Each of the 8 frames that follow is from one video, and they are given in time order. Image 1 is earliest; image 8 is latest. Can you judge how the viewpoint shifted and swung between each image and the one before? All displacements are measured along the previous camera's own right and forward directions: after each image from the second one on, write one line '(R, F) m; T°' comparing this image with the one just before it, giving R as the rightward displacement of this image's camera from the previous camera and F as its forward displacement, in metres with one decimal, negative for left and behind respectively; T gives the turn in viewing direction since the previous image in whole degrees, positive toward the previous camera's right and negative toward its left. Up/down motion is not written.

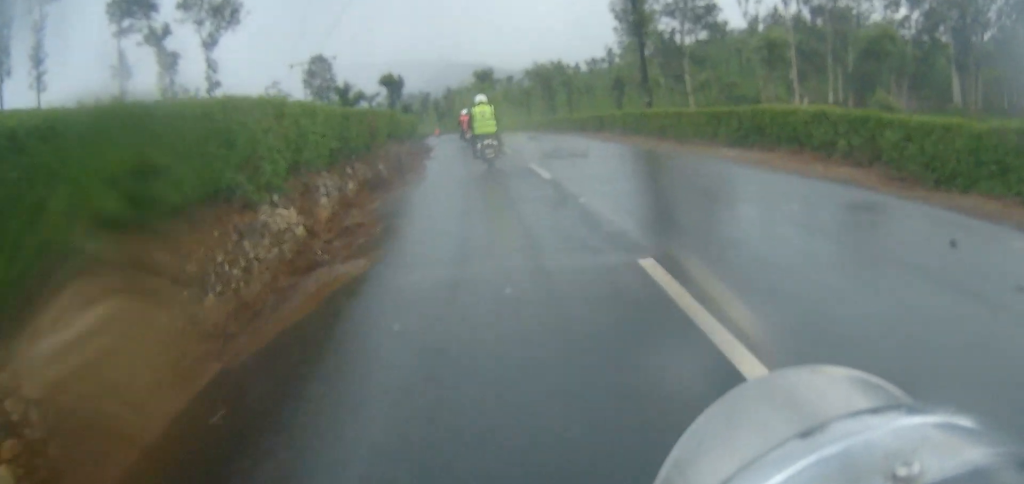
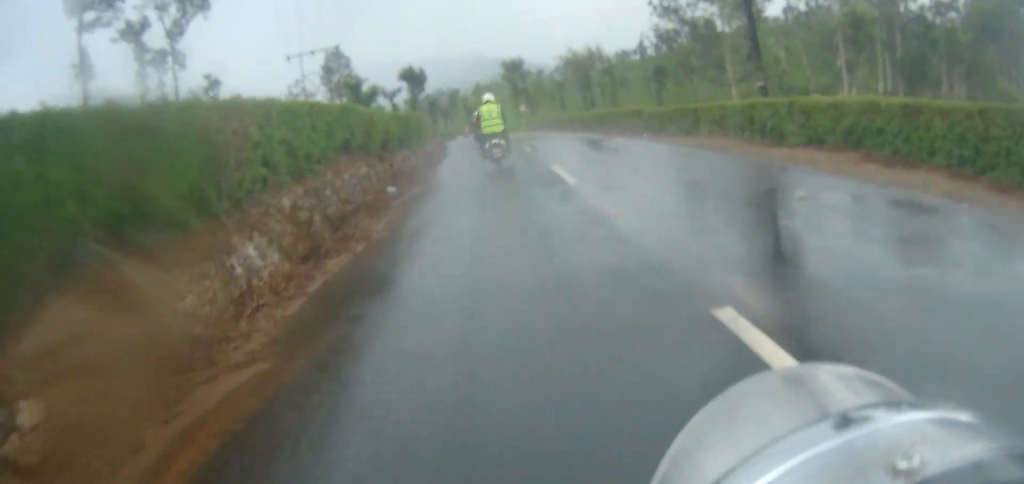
(-0.5, +10.3) m; -4°
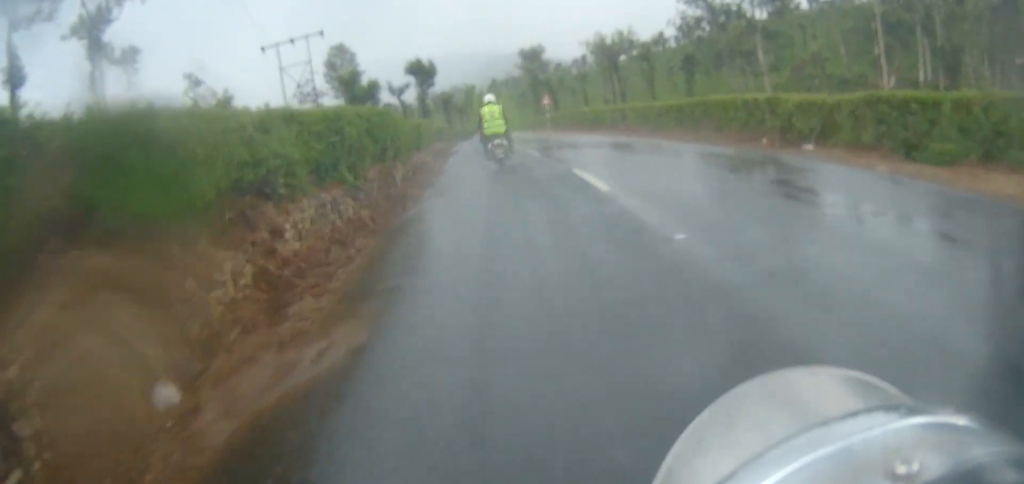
(-0.3, +10.7) m; -2°
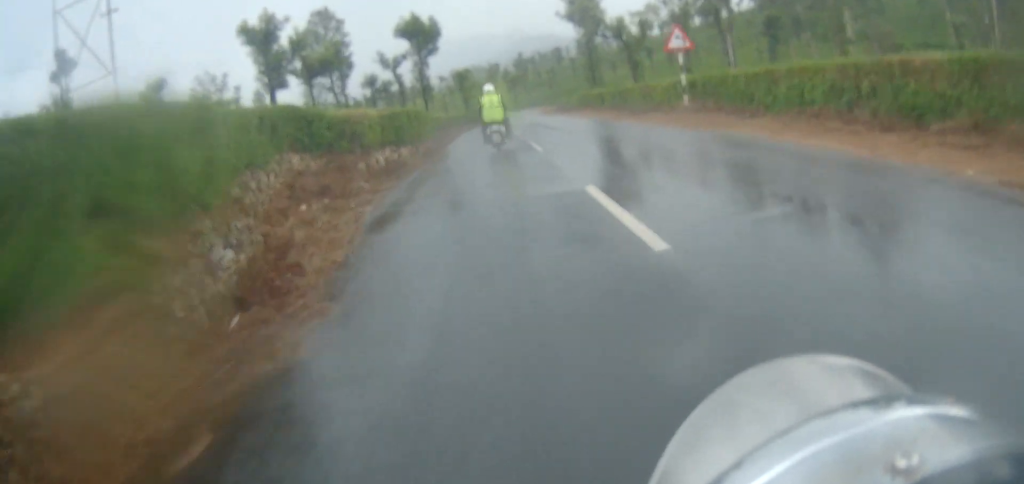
(-0.7, +31.1) m; -2°
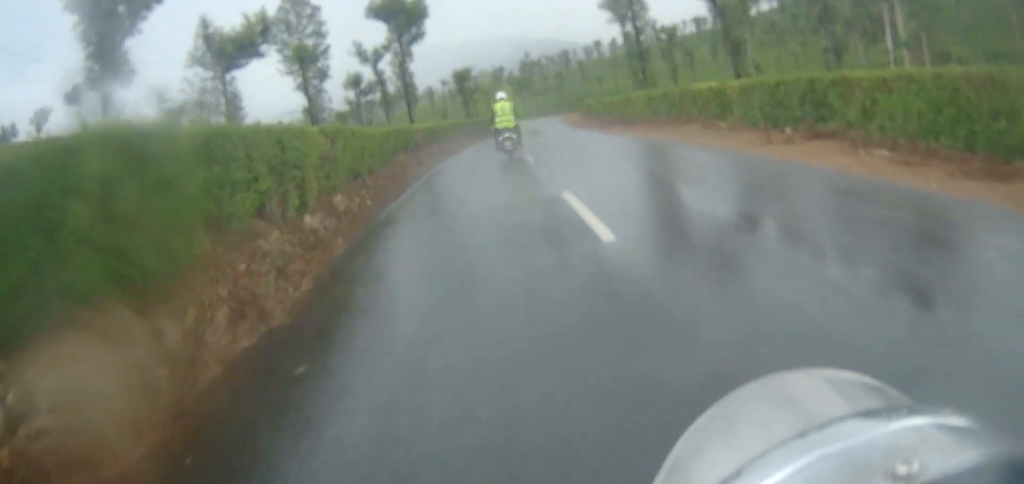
(+0.1, +16.9) m; +1°
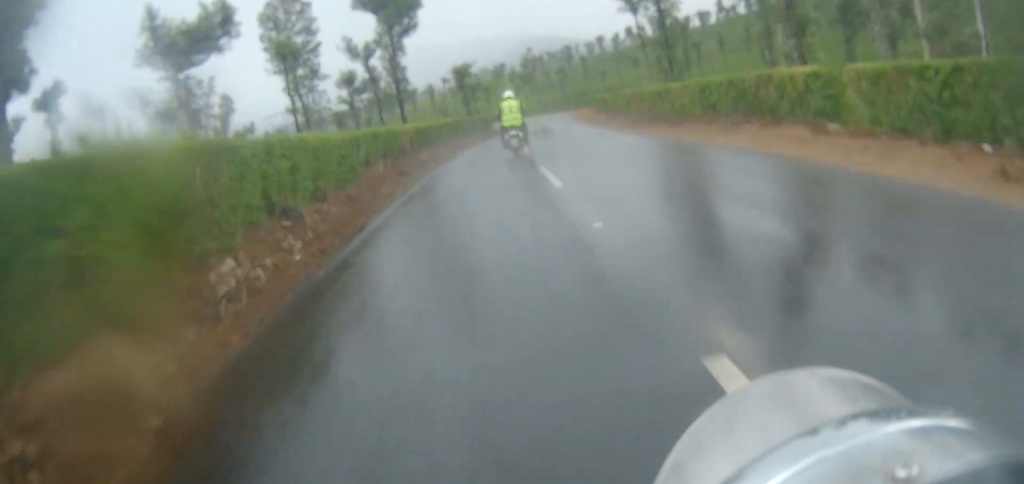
(0.0, +5.3) m; 0°
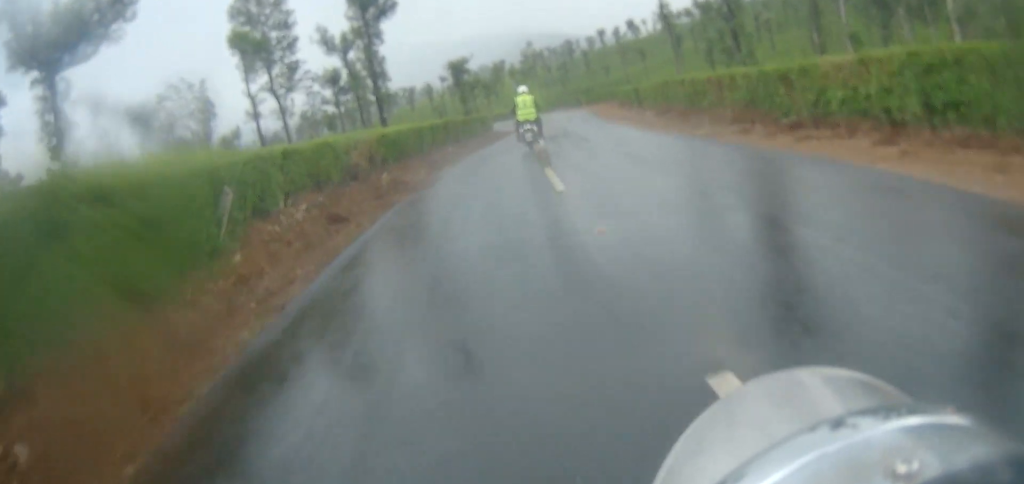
(0.0, +9.0) m; 0°
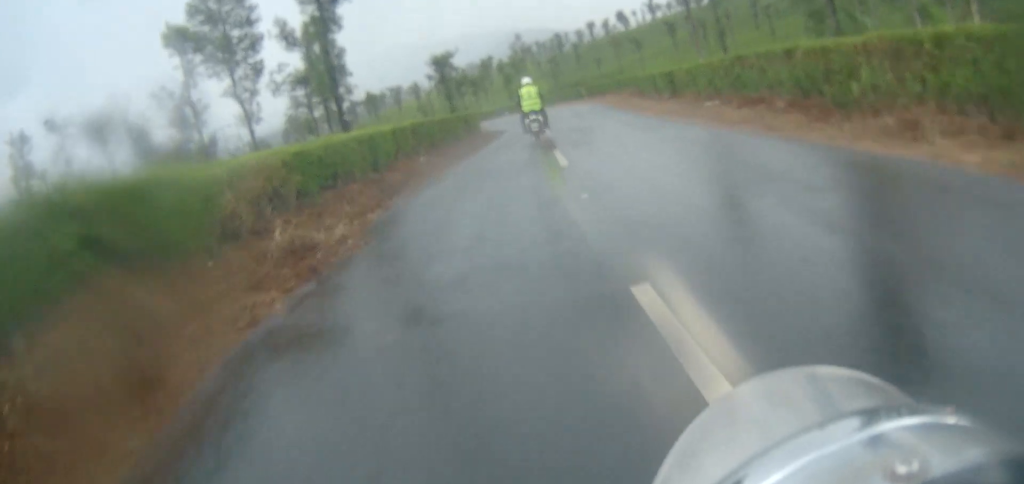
(0.0, +7.6) m; +1°
